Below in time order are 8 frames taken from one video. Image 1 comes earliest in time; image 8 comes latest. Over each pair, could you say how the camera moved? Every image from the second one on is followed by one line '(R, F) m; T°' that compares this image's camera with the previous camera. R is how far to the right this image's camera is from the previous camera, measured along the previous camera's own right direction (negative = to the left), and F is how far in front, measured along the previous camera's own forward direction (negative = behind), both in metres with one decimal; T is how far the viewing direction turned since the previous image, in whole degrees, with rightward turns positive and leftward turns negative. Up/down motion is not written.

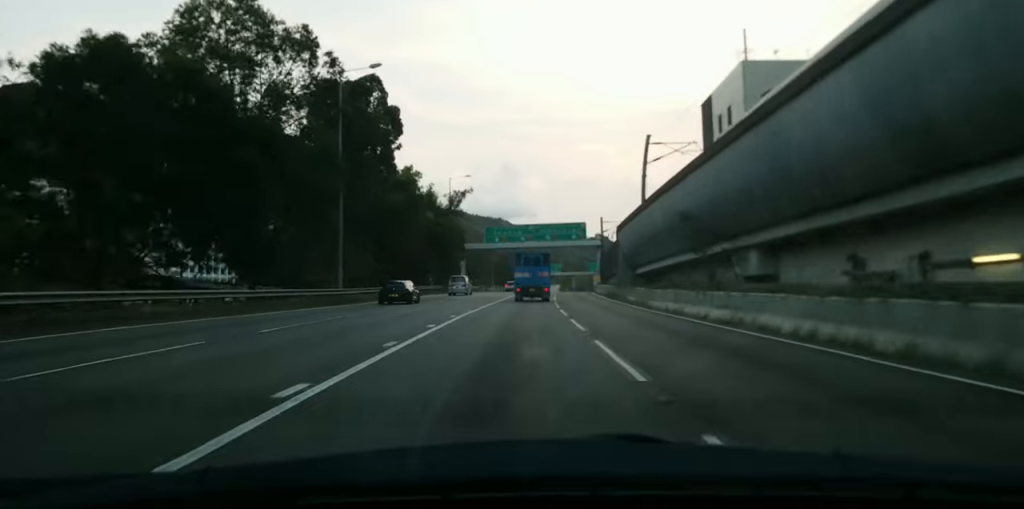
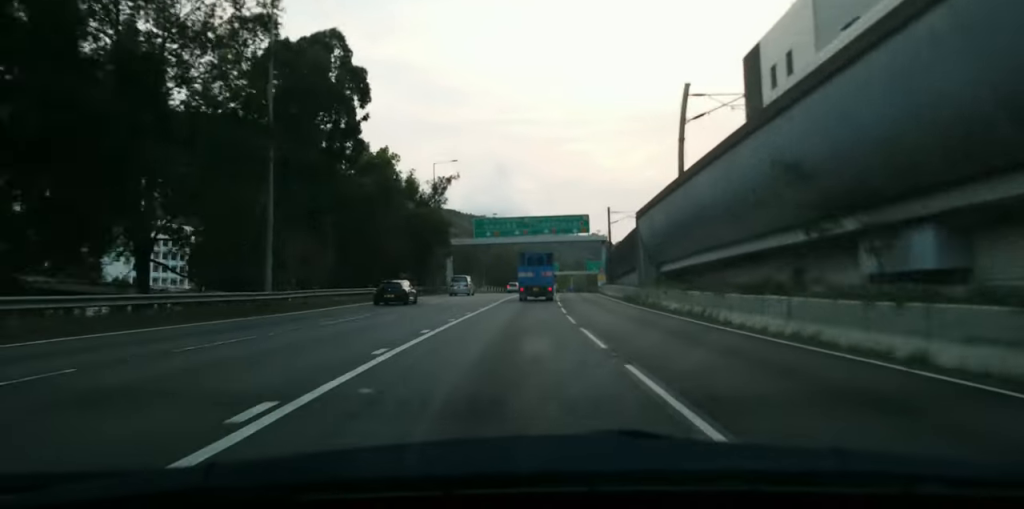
(+0.1, +13.2) m; 0°
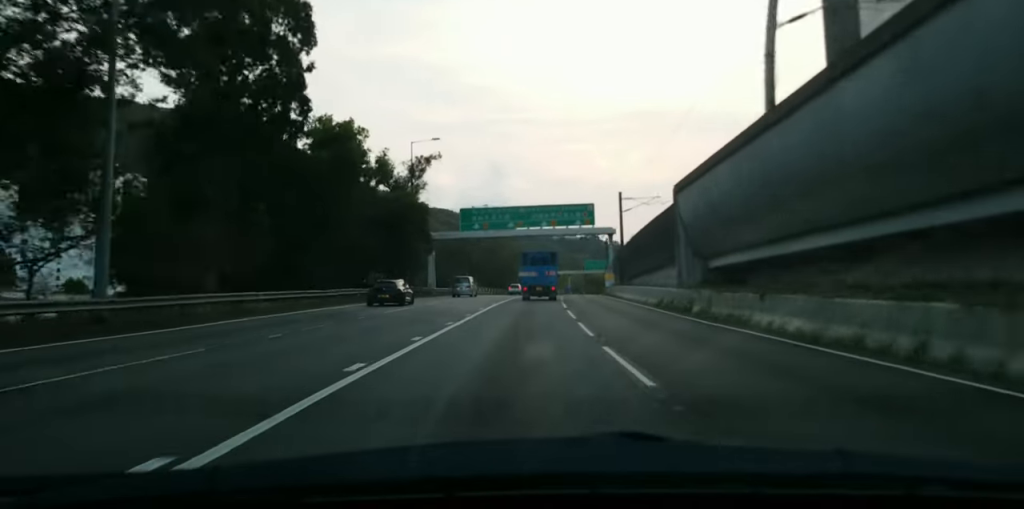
(-0.1, +14.1) m; 0°
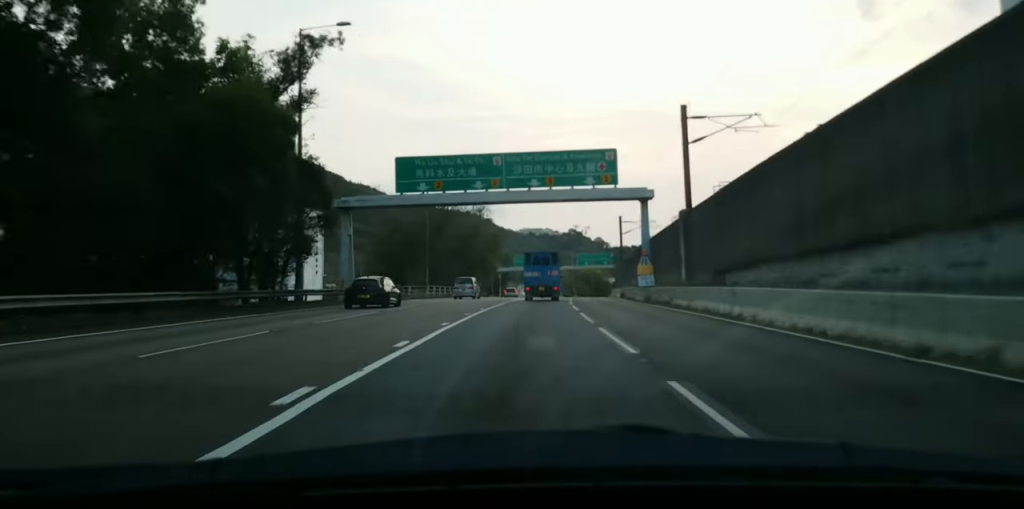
(0.0, +33.8) m; +1°
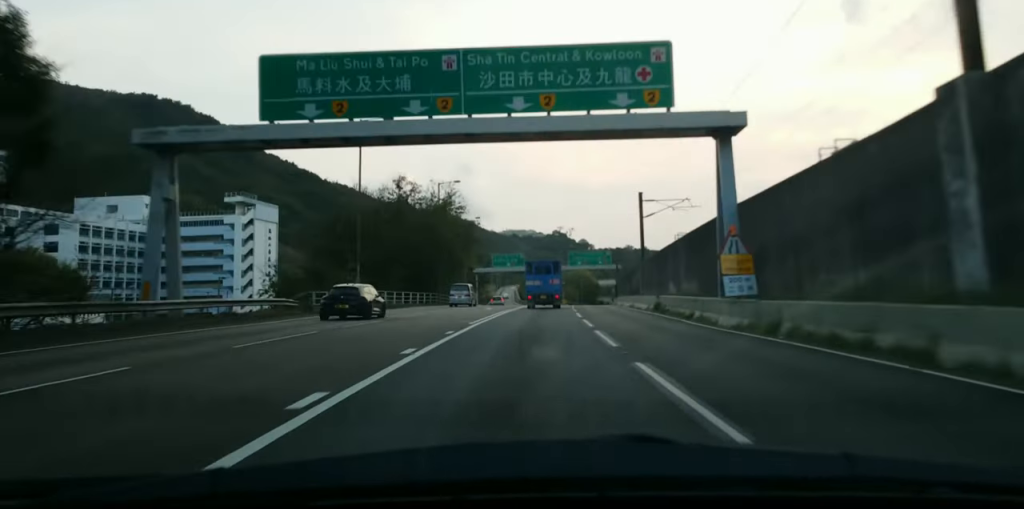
(+0.3, +24.4) m; +3°
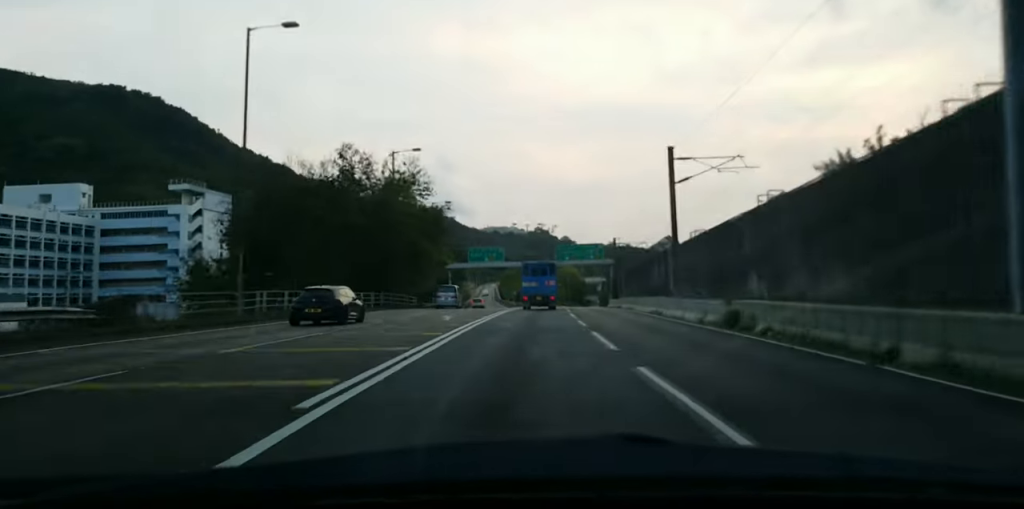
(+0.7, +17.6) m; +1°
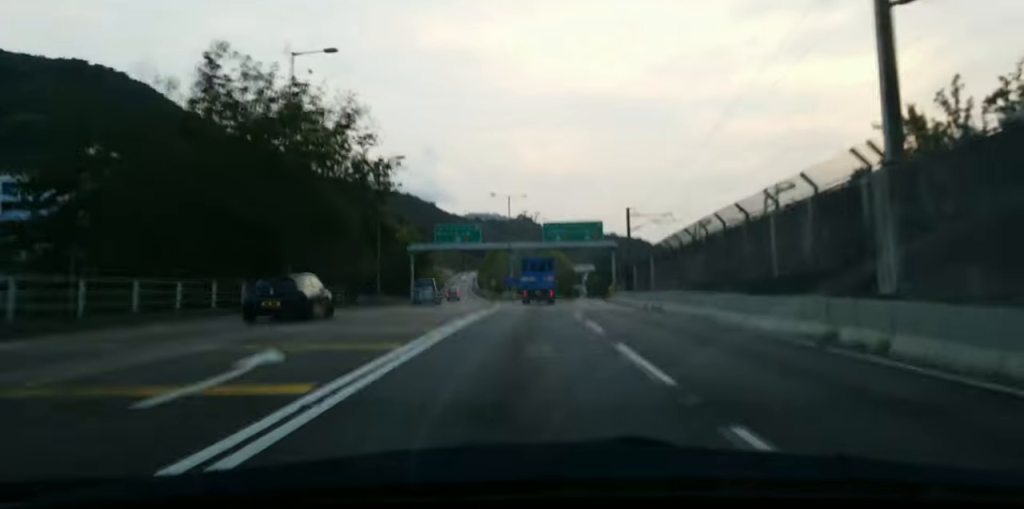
(-0.3, +23.7) m; +1°
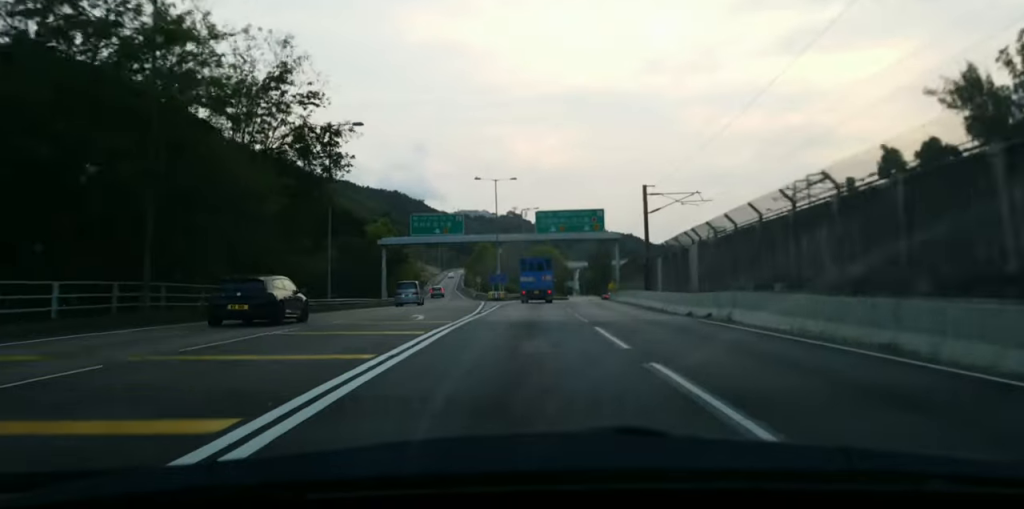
(+0.4, +13.5) m; +1°
